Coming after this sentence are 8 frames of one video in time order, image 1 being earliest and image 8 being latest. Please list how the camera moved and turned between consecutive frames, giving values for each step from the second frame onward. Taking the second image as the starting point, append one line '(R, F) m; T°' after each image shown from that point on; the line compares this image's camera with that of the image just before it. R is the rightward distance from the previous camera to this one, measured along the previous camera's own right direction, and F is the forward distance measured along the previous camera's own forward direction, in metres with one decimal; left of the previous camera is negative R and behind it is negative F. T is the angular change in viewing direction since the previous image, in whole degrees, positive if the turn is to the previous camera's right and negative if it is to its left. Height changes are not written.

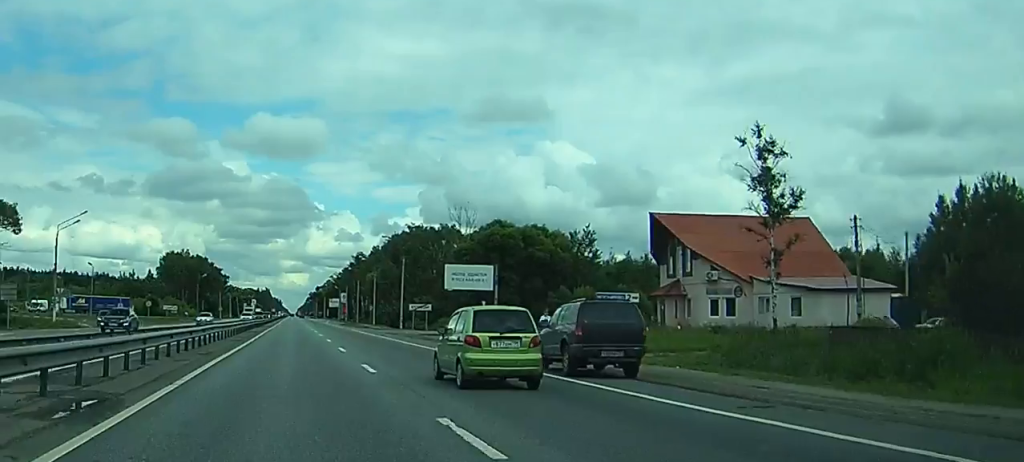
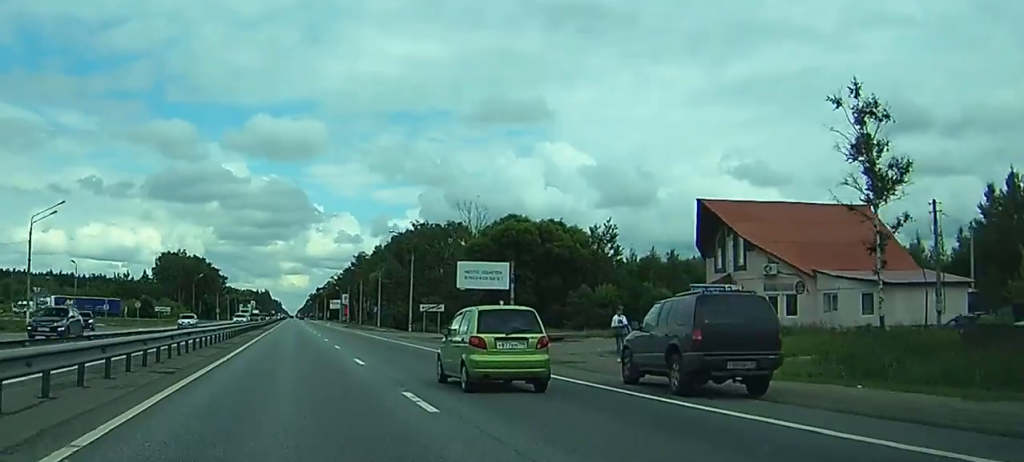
(0.0, +8.2) m; 0°
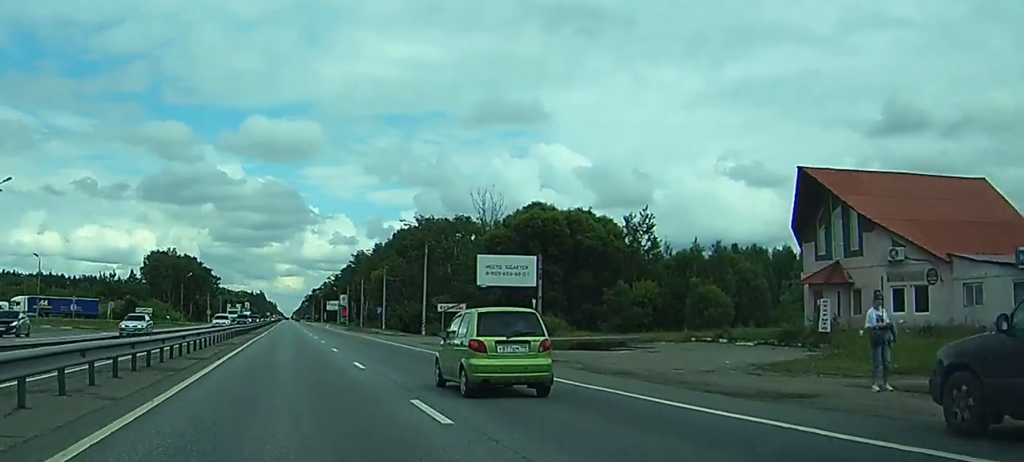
(0.0, +13.2) m; -1°
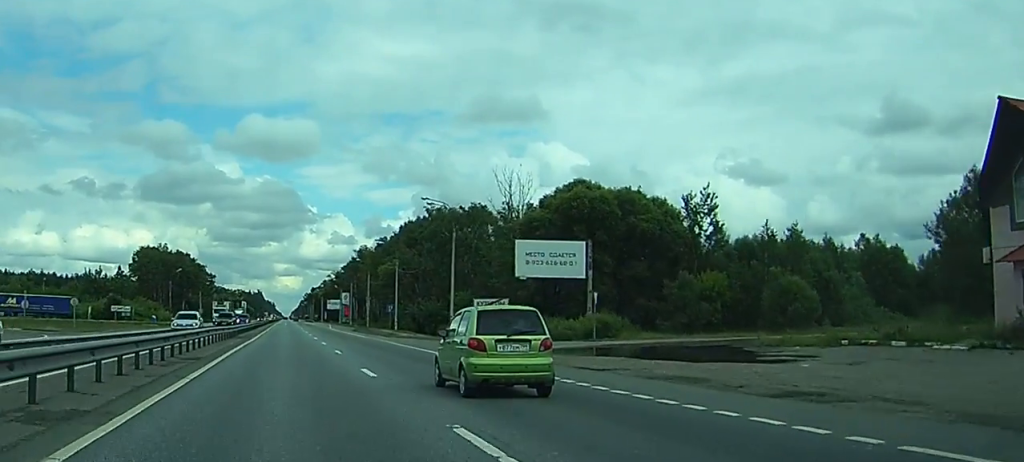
(-0.1, +15.6) m; -1°
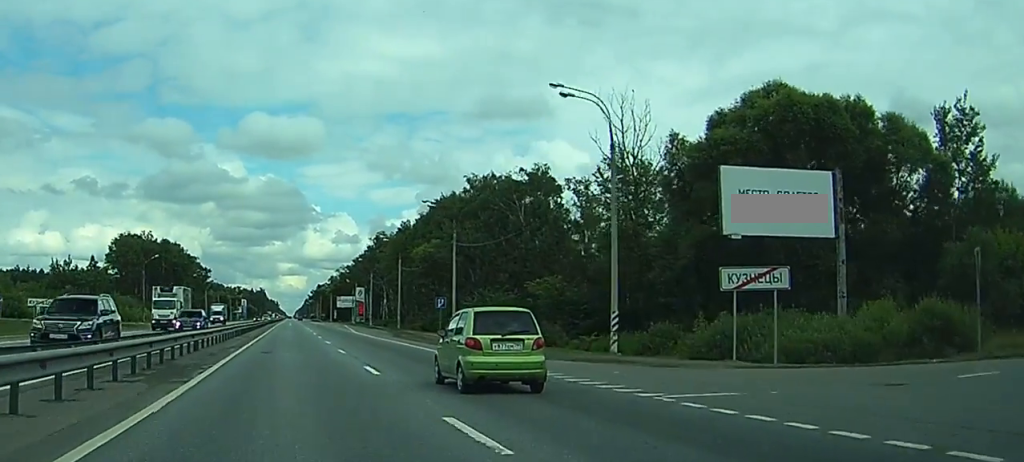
(-0.5, +35.3) m; 0°
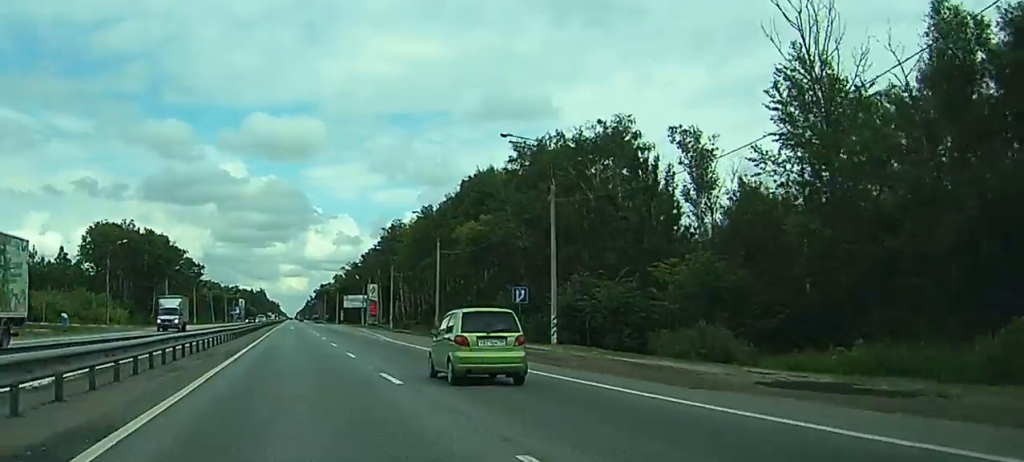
(+0.3, +27.2) m; +1°
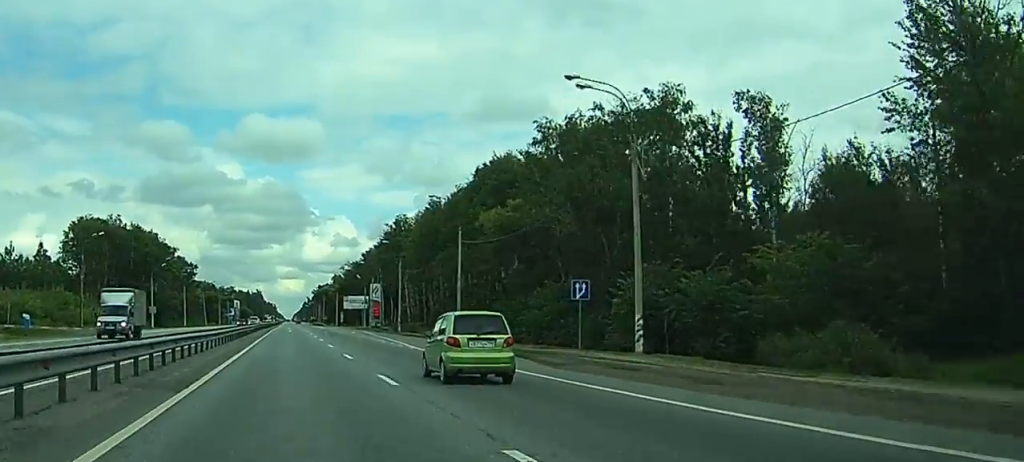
(0.0, +11.8) m; 0°
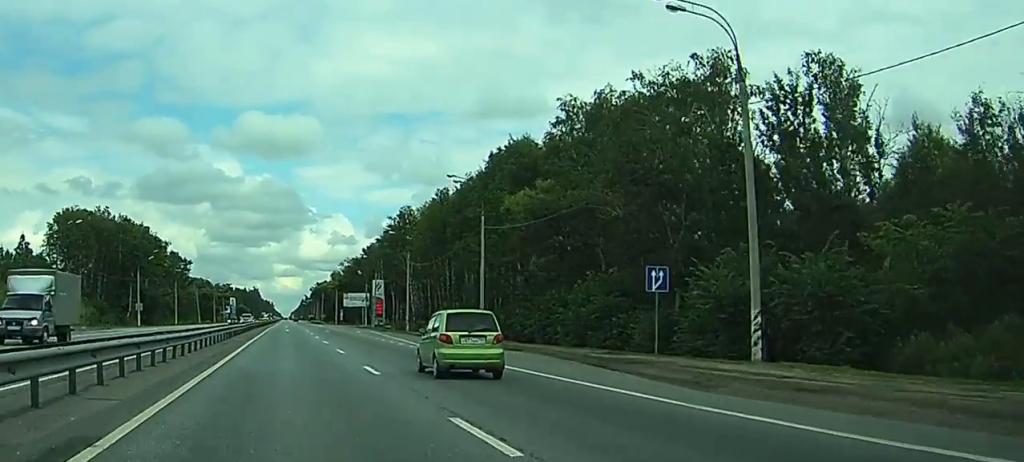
(0.0, +9.4) m; 0°
